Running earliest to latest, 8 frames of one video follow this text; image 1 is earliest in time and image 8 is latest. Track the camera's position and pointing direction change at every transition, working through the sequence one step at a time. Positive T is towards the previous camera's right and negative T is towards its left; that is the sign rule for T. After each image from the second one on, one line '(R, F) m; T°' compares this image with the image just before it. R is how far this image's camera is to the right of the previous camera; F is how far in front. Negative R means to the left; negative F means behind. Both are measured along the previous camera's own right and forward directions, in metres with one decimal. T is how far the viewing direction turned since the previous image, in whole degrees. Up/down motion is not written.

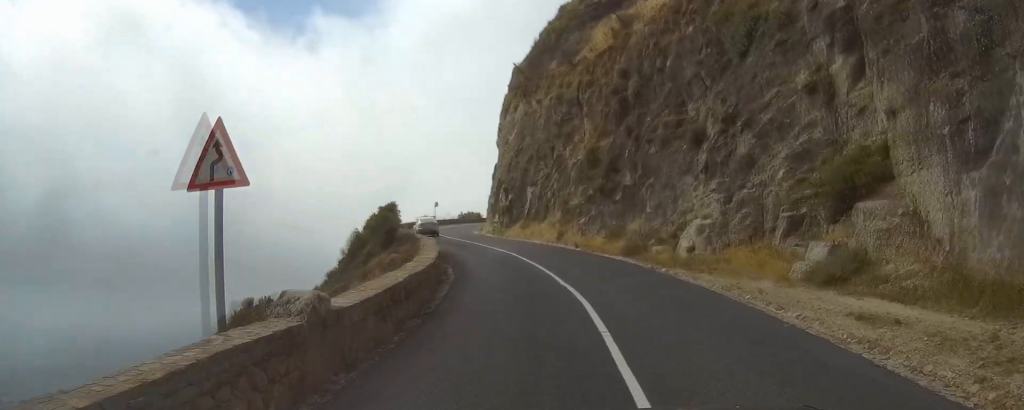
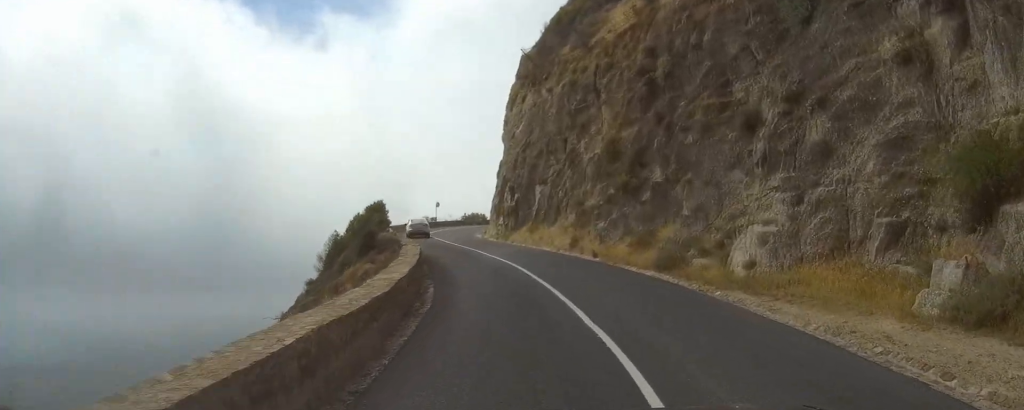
(+0.2, +5.6) m; 0°
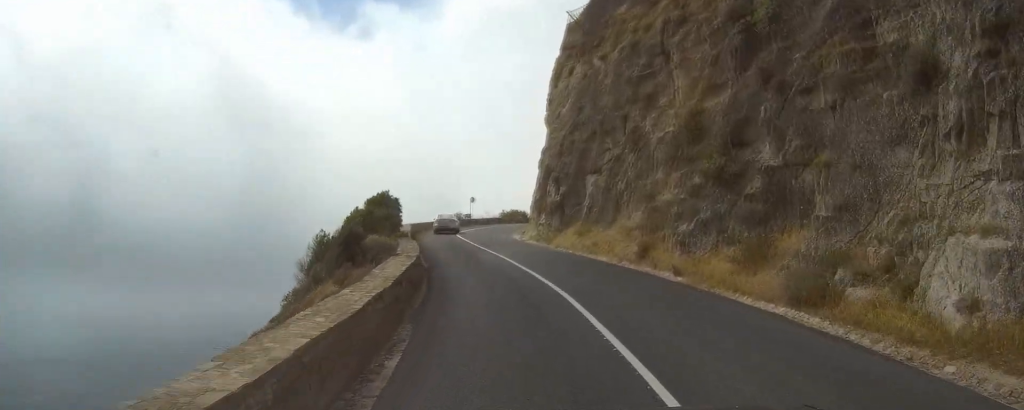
(-0.2, +8.3) m; -2°
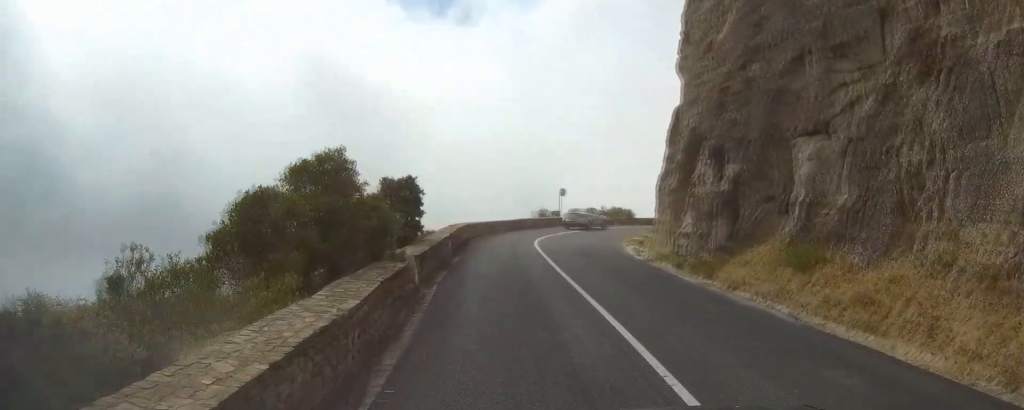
(-1.0, +16.7) m; -7°
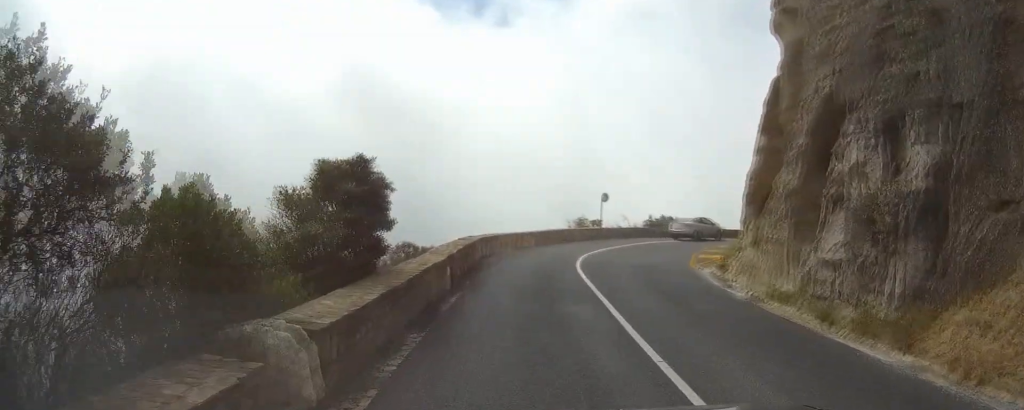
(-0.3, +8.3) m; -5°
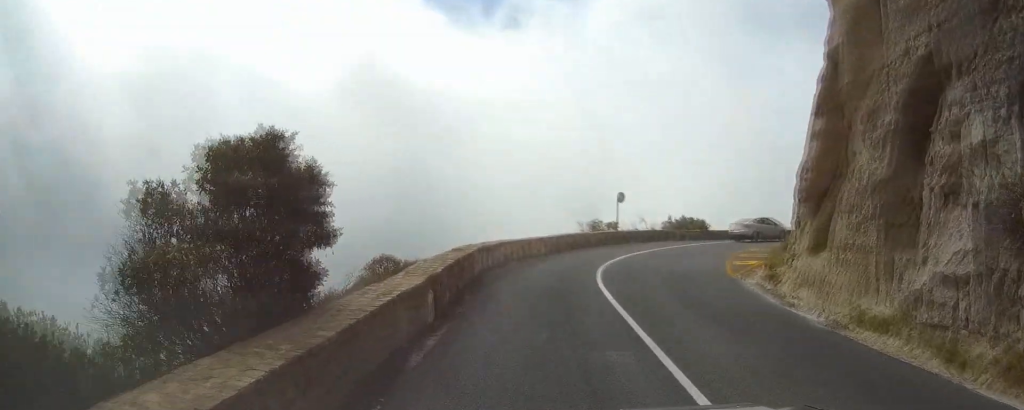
(+0.1, +3.8) m; -4°
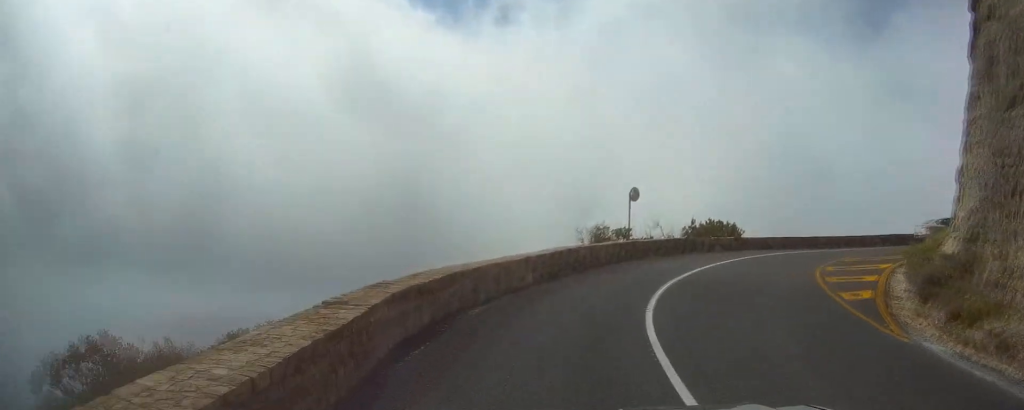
(-1.1, +10.1) m; +2°
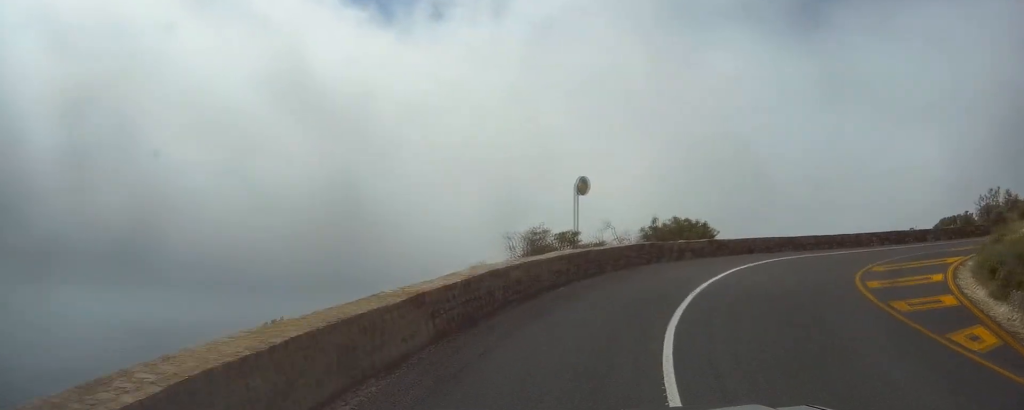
(+1.3, +6.7) m; +20°
